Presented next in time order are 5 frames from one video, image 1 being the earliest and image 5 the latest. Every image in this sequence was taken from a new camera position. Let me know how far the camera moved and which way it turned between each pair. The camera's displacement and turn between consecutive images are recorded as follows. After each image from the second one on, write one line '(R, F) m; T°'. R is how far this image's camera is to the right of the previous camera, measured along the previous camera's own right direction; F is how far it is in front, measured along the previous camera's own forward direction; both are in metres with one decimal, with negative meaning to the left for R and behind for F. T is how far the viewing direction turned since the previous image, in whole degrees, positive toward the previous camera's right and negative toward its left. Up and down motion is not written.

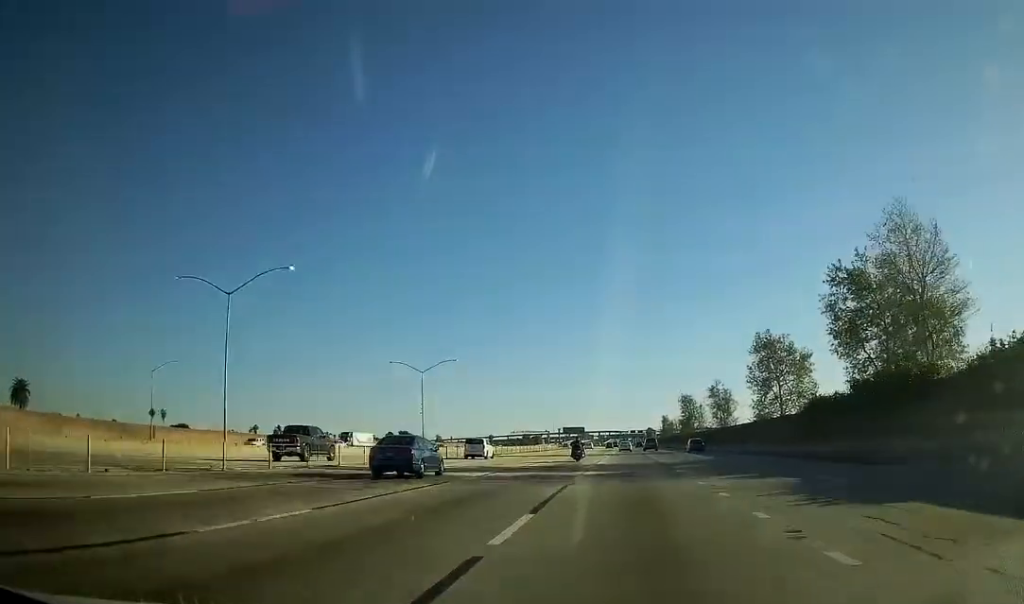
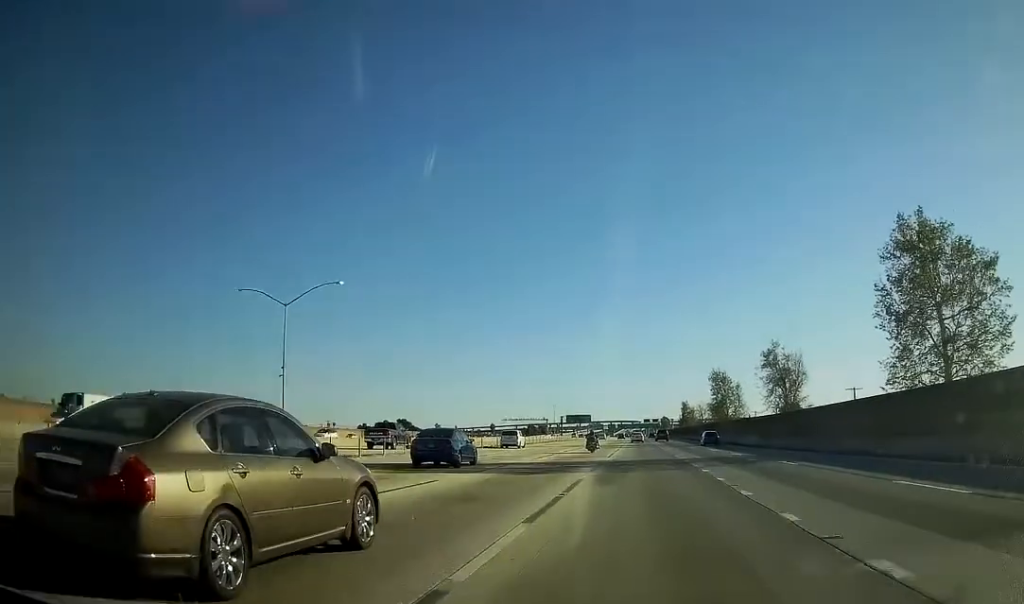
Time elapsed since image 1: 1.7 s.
(-0.6, +46.6) m; -1°
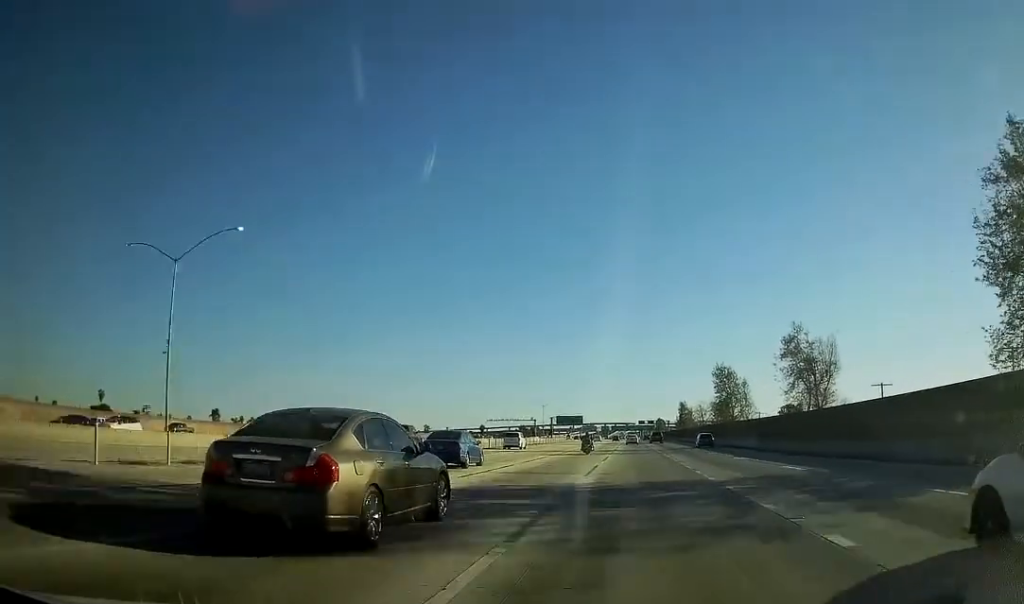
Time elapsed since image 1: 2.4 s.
(0.0, +16.8) m; 0°
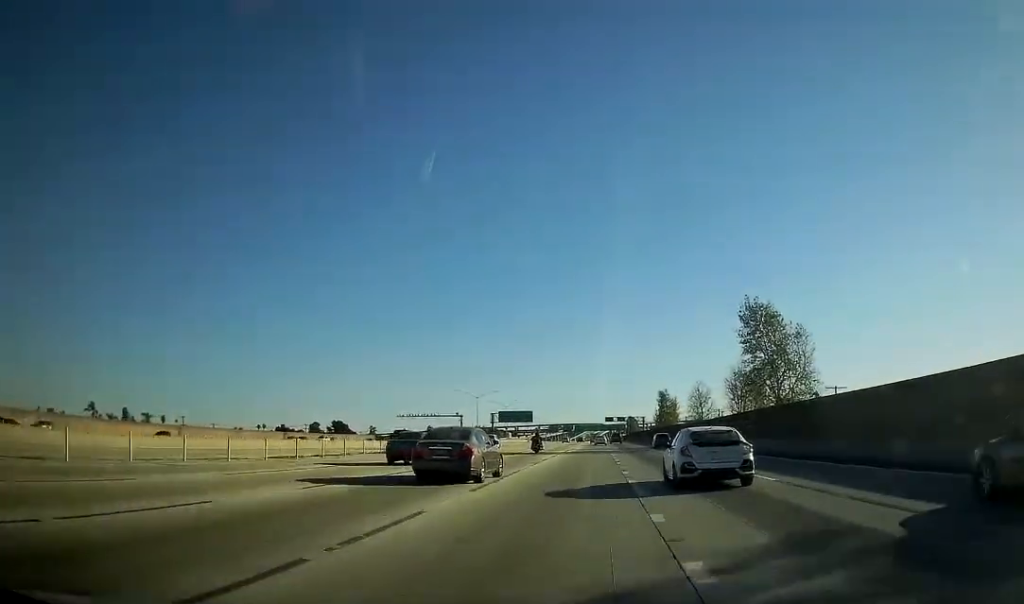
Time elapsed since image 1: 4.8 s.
(+0.2, +64.4) m; +1°
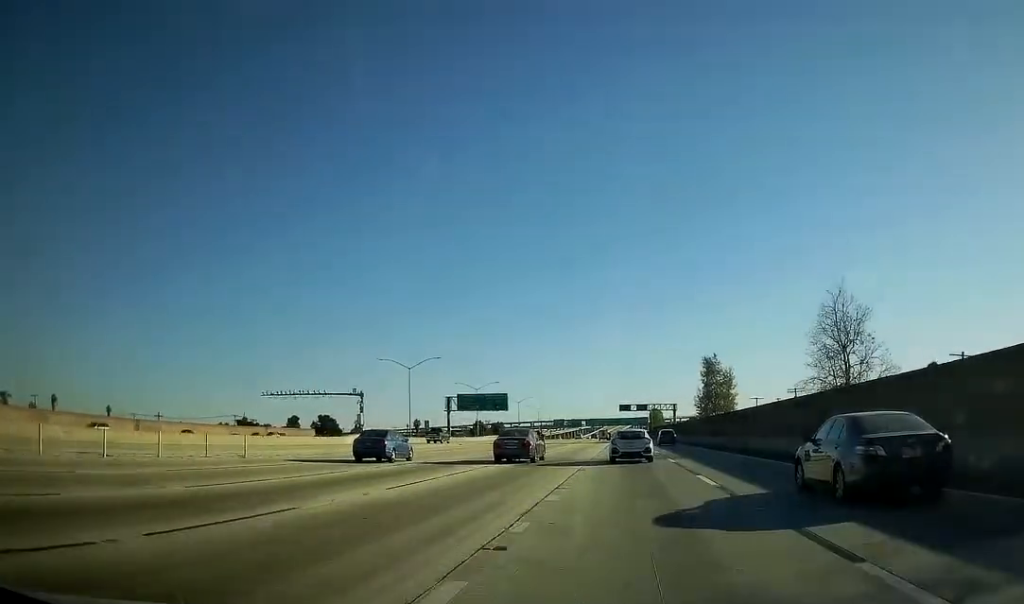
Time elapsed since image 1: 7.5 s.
(+3.1, +72.7) m; 0°
